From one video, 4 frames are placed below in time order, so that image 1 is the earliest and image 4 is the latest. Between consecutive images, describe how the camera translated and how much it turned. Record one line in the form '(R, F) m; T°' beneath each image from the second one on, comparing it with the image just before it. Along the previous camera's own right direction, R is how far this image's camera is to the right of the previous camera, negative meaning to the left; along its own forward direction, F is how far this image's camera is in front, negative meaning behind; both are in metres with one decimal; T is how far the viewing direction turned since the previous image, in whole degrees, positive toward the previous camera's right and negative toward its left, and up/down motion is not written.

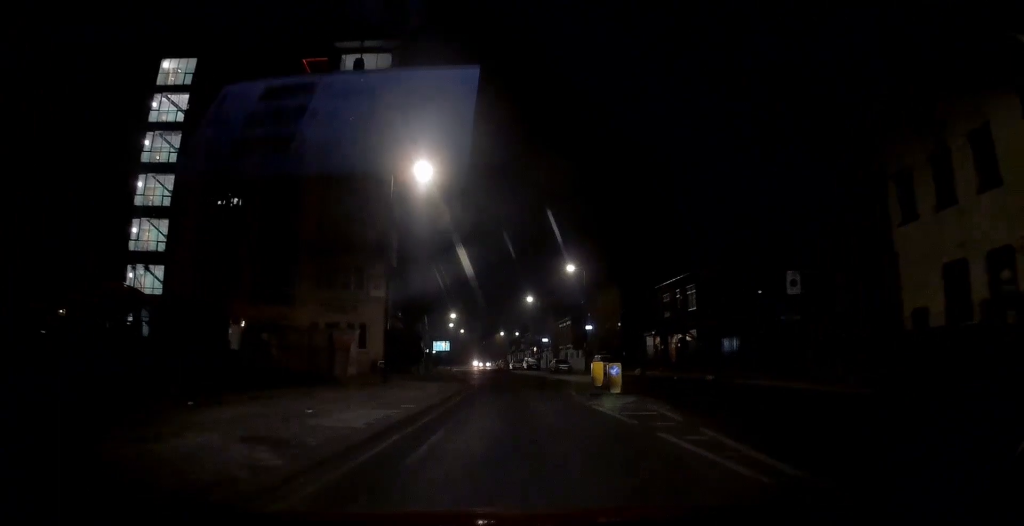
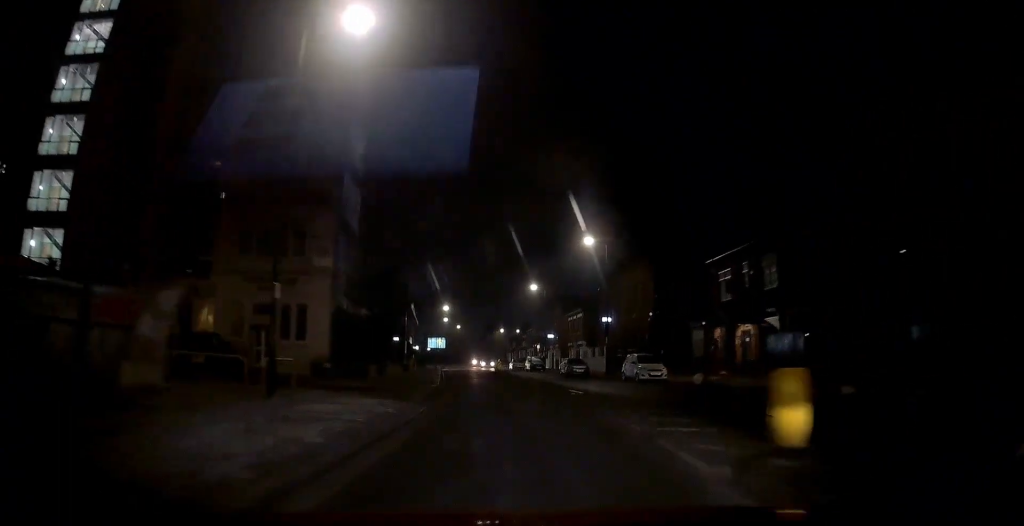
(-0.2, +14.0) m; -1°
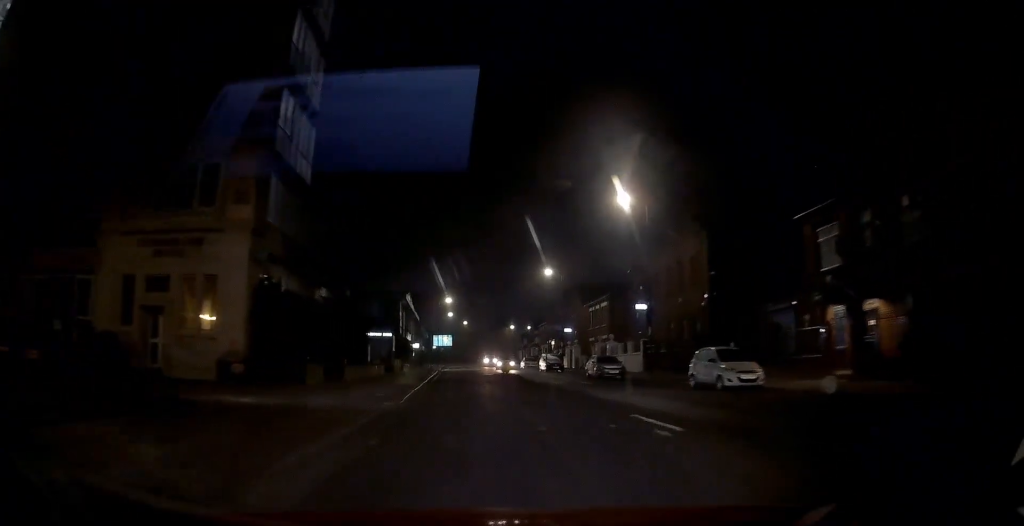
(0.0, +11.6) m; 0°
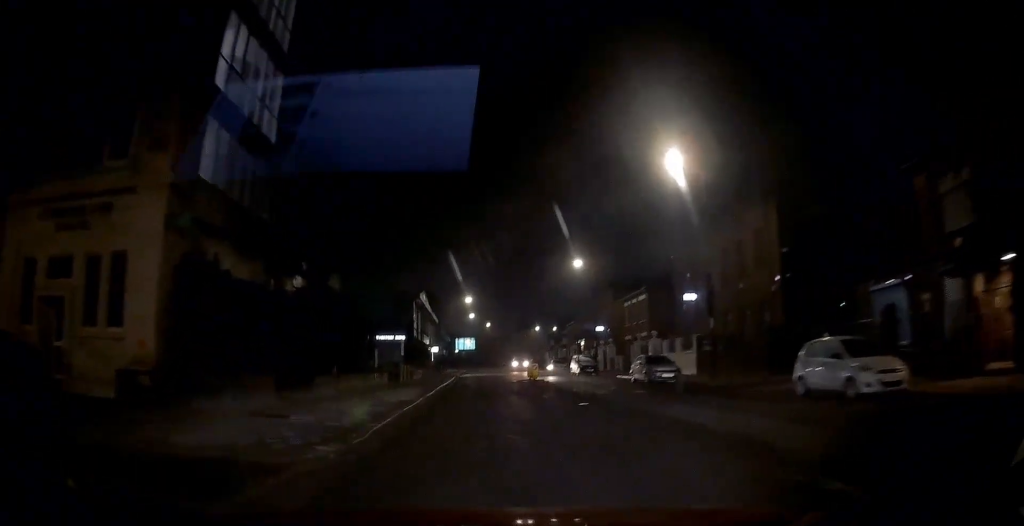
(0.0, +7.1) m; 0°
